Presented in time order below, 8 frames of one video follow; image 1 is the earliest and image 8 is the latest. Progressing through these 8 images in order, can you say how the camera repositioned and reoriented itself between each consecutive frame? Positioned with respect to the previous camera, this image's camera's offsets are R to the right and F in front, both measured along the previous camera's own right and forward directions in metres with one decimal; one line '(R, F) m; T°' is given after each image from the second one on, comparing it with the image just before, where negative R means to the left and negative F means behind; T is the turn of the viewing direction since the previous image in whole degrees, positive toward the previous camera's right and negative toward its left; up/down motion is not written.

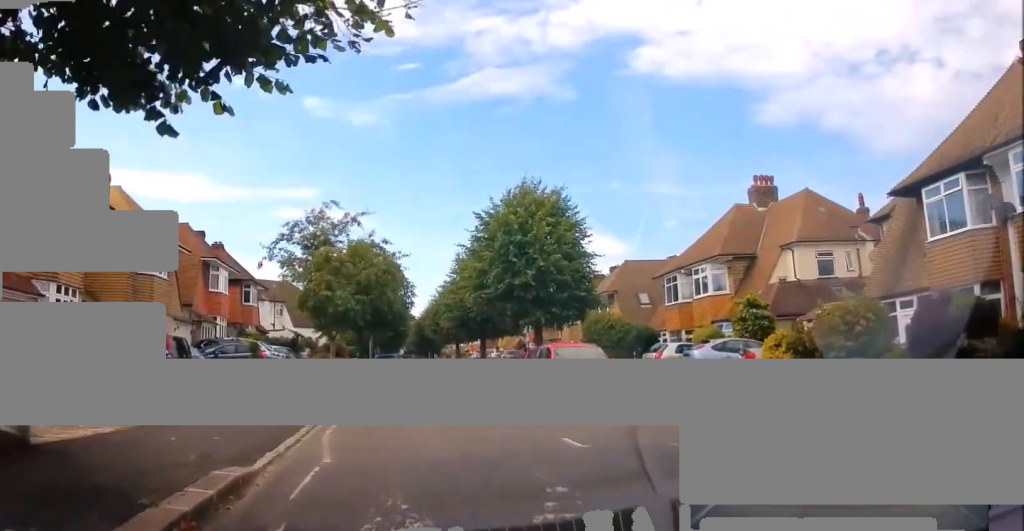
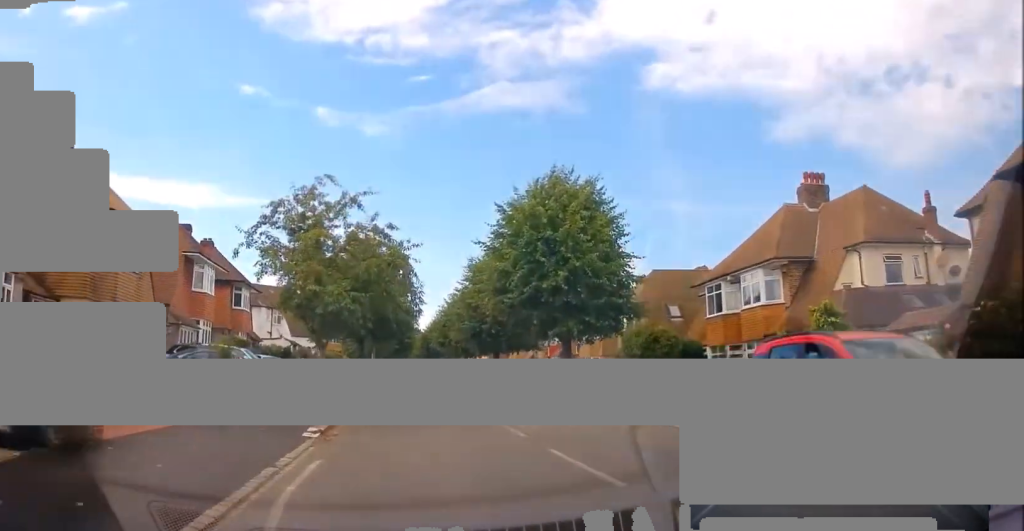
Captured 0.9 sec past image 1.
(0.0, +4.4) m; -6°
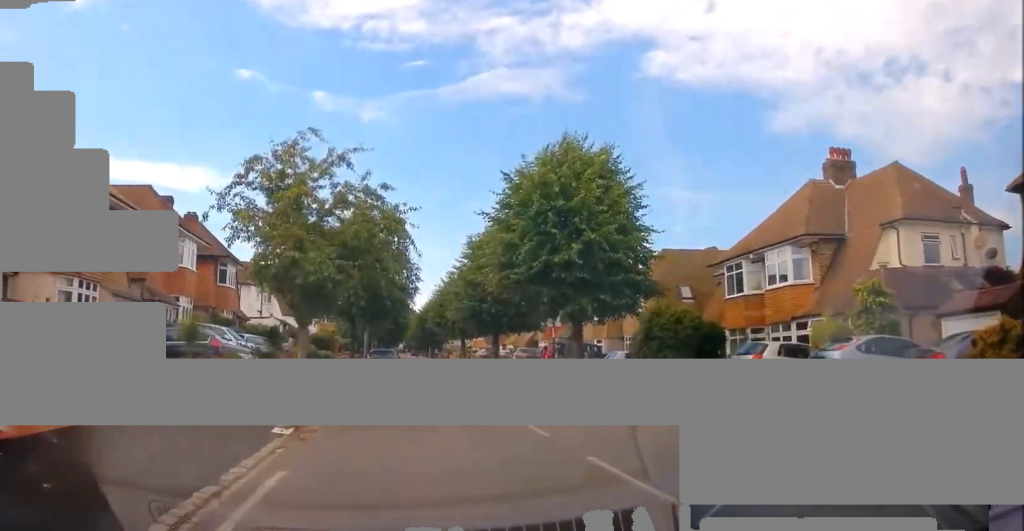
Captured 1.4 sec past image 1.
(-0.2, +2.7) m; 0°
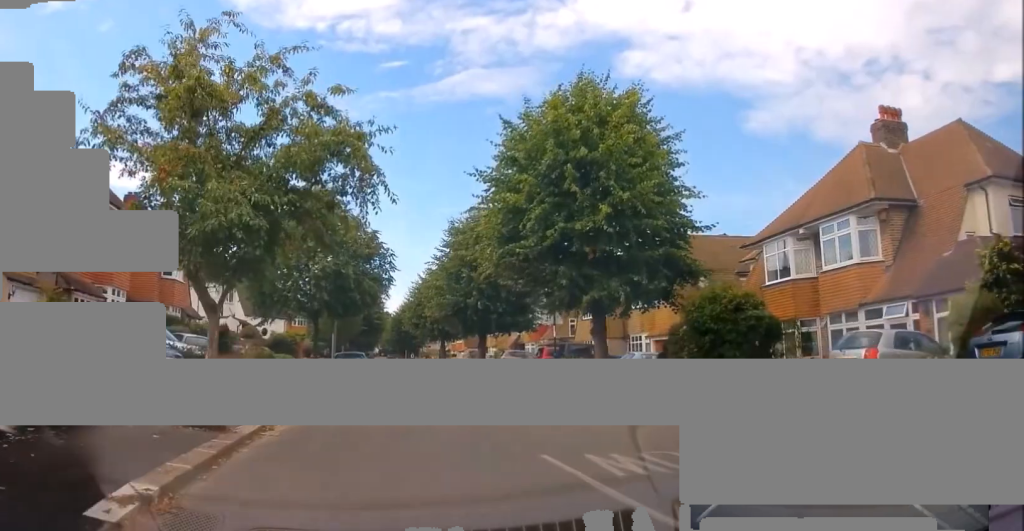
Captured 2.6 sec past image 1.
(+0.1, +5.9) m; +4°
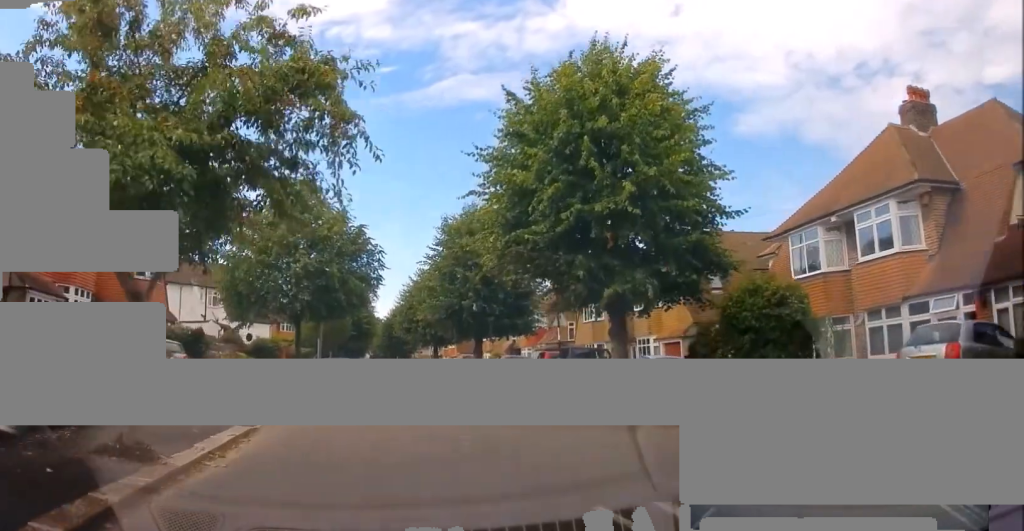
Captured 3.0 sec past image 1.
(+0.1, +2.4) m; +2°
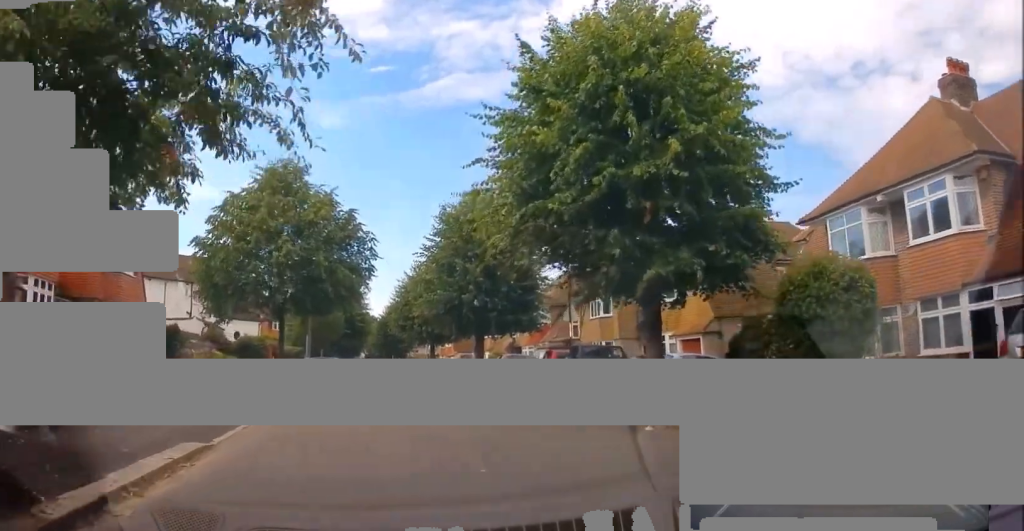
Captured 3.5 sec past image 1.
(0.0, +2.6) m; 0°
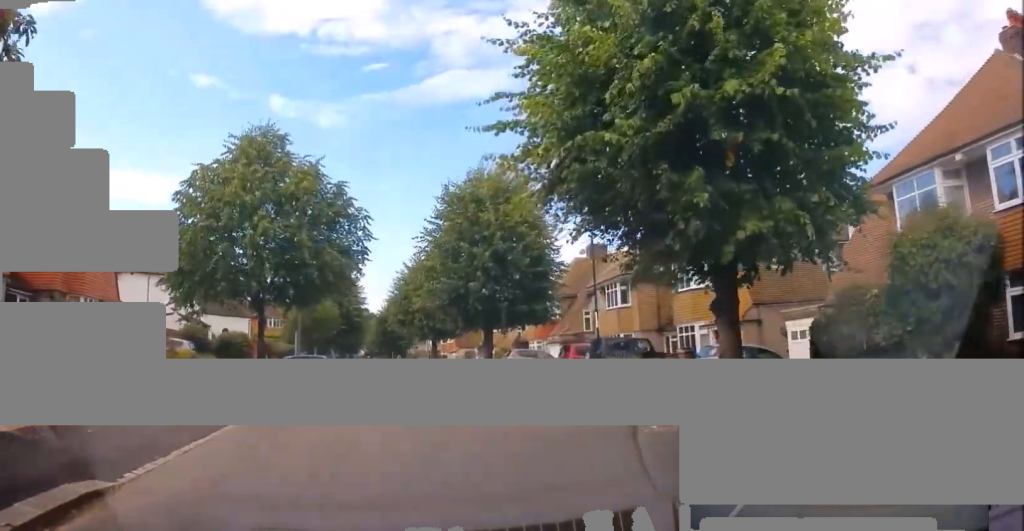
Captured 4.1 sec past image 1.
(0.0, +3.4) m; 0°
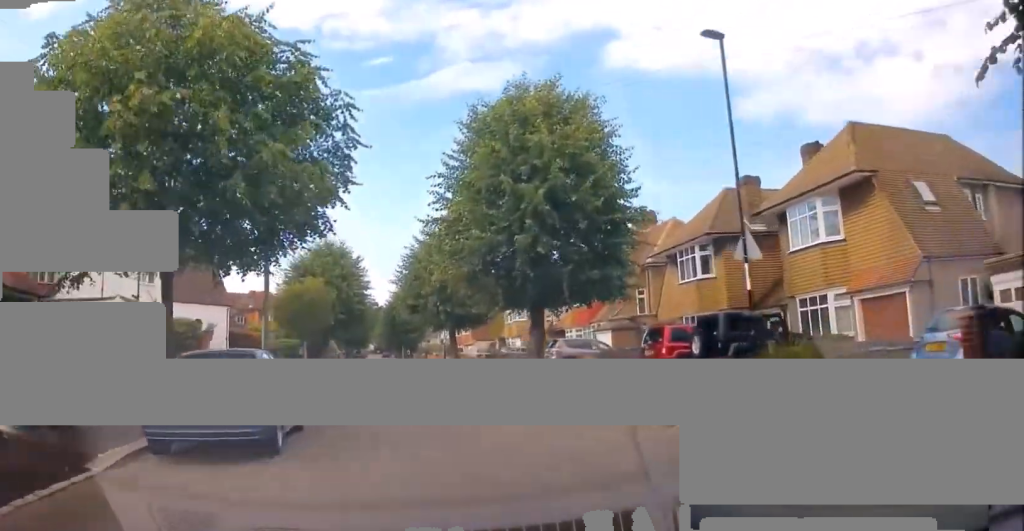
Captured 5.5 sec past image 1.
(0.0, +8.7) m; 0°
